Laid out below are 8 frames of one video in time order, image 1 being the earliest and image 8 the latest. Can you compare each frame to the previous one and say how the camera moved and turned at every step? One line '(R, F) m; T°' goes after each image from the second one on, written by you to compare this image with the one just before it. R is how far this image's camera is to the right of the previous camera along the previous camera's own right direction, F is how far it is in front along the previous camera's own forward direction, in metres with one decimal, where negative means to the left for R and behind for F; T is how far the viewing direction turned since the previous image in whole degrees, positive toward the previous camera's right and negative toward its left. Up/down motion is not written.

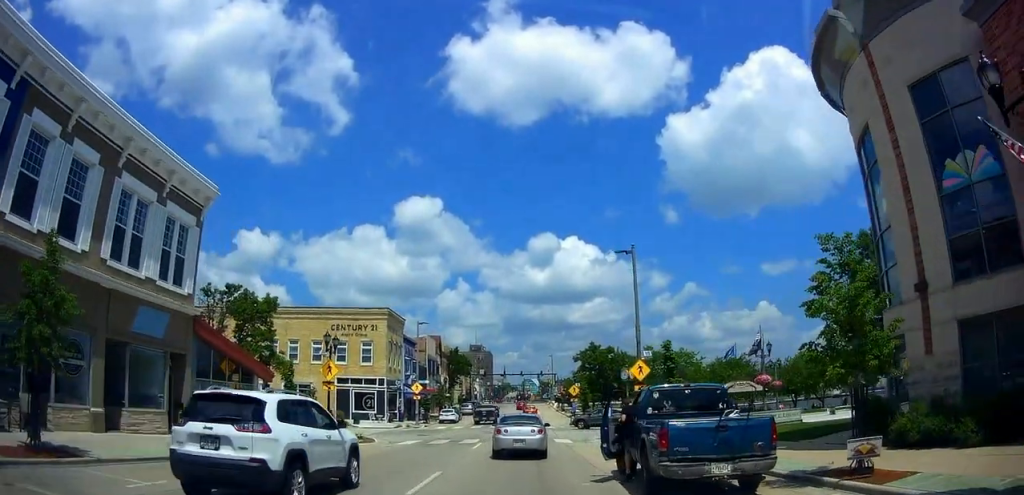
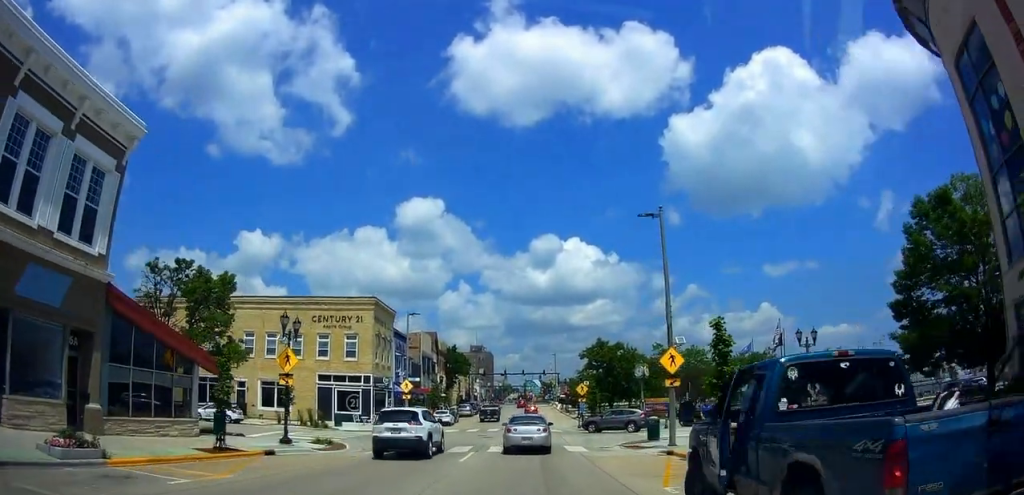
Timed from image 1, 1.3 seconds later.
(0.0, +5.9) m; 0°
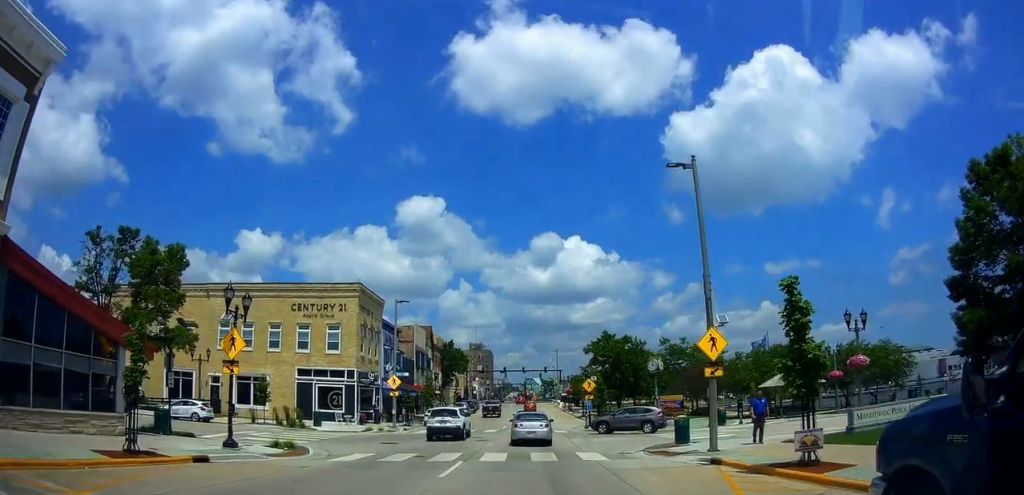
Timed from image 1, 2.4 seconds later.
(0.0, +5.0) m; 0°
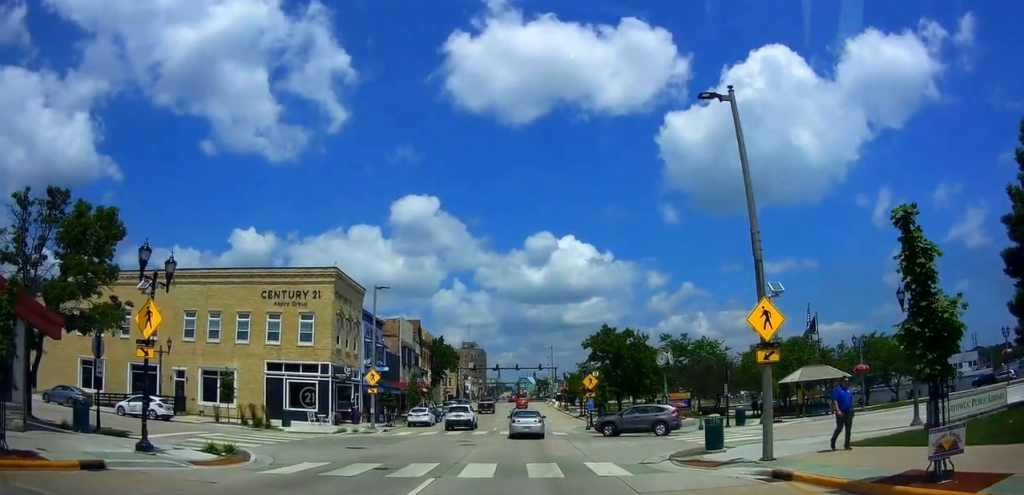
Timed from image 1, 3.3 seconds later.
(0.0, +4.3) m; 0°
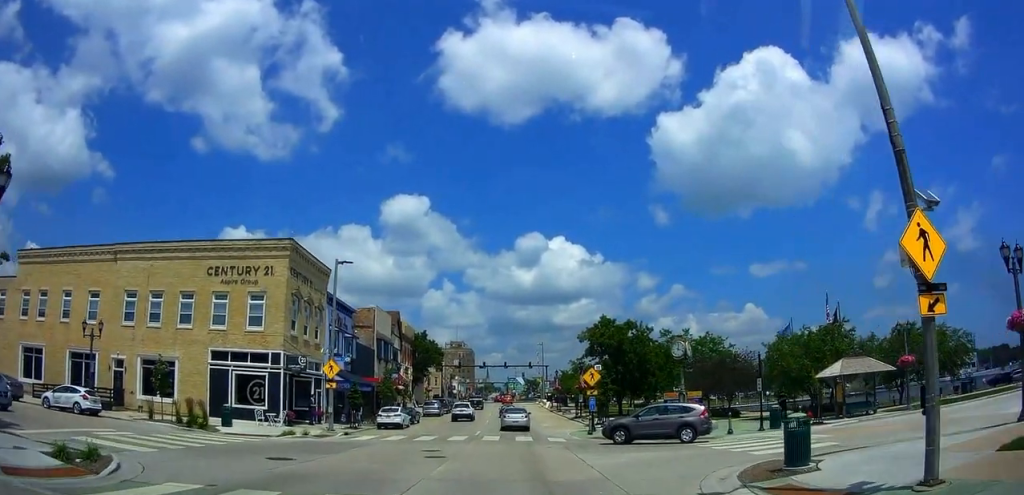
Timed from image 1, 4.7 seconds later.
(0.0, +6.2) m; 0°
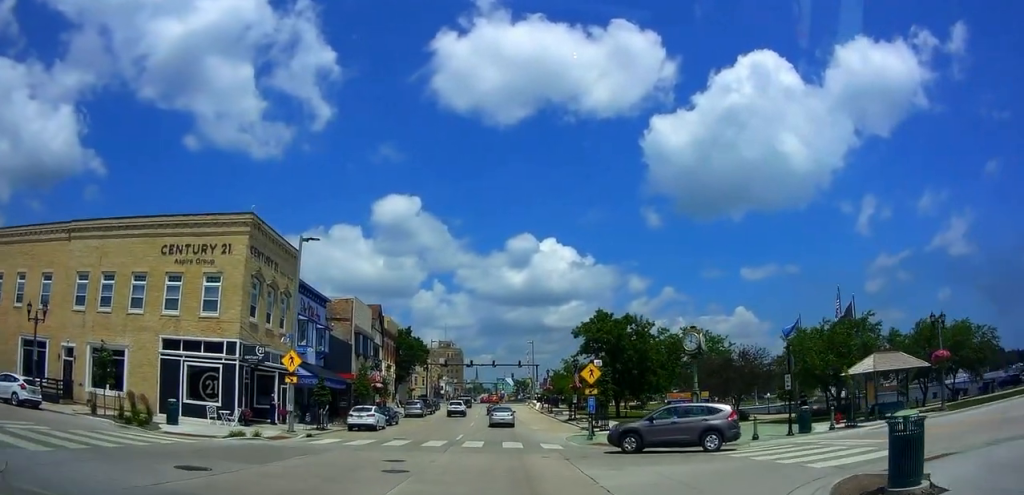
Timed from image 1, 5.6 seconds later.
(0.0, +4.5) m; +3°
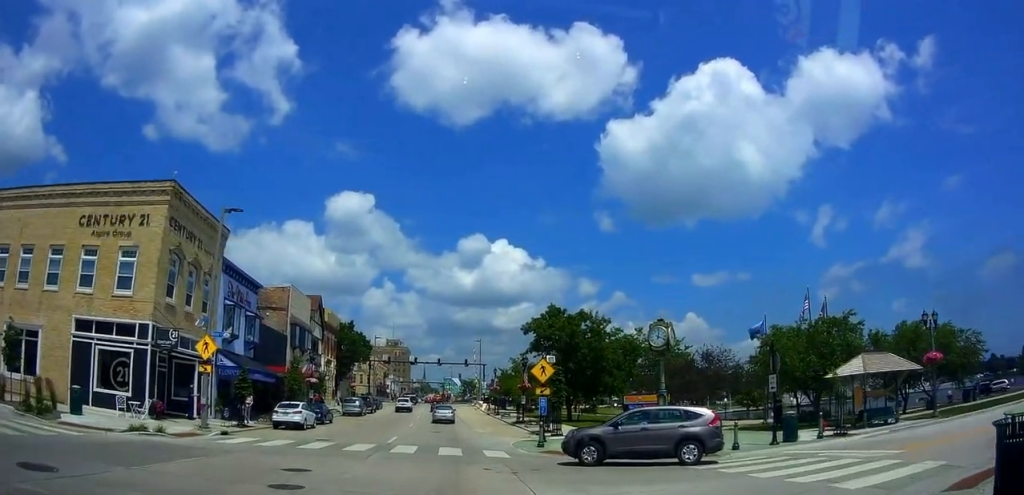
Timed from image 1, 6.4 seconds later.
(+0.2, +3.7) m; +4°
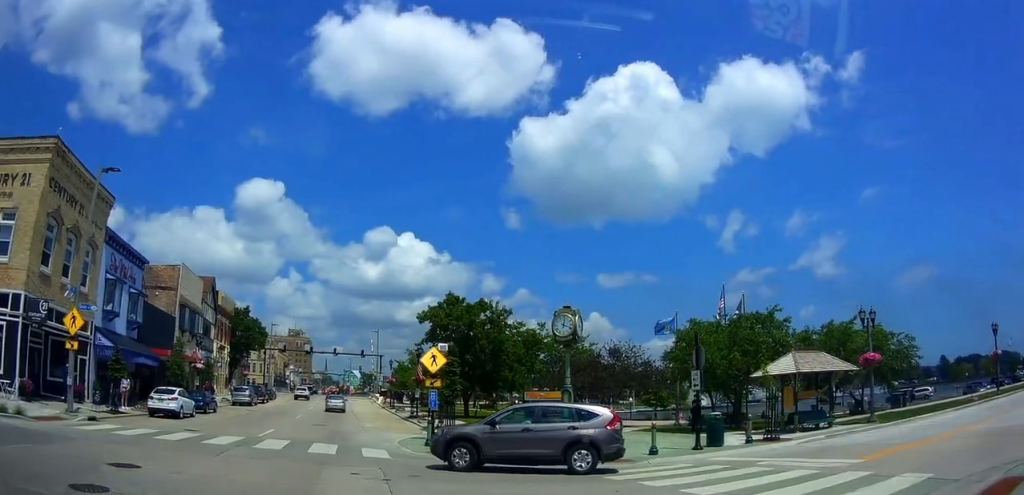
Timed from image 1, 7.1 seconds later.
(+0.1, +2.9) m; +13°
